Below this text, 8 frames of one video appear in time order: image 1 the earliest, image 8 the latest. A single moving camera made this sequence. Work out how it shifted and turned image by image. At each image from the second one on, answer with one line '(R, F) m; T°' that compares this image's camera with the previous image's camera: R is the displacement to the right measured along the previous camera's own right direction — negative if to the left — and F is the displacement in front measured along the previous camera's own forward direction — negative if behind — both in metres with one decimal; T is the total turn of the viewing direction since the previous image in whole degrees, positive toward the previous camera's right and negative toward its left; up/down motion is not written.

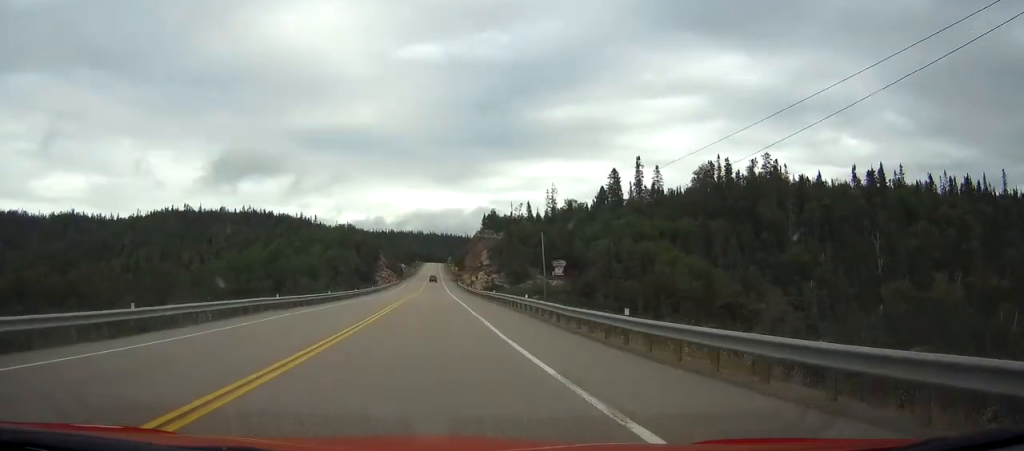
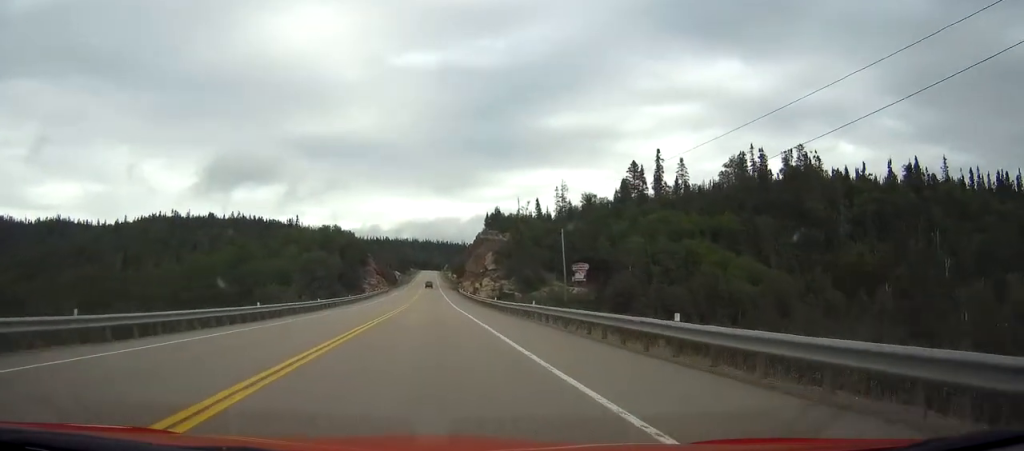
(0.0, +22.8) m; 0°
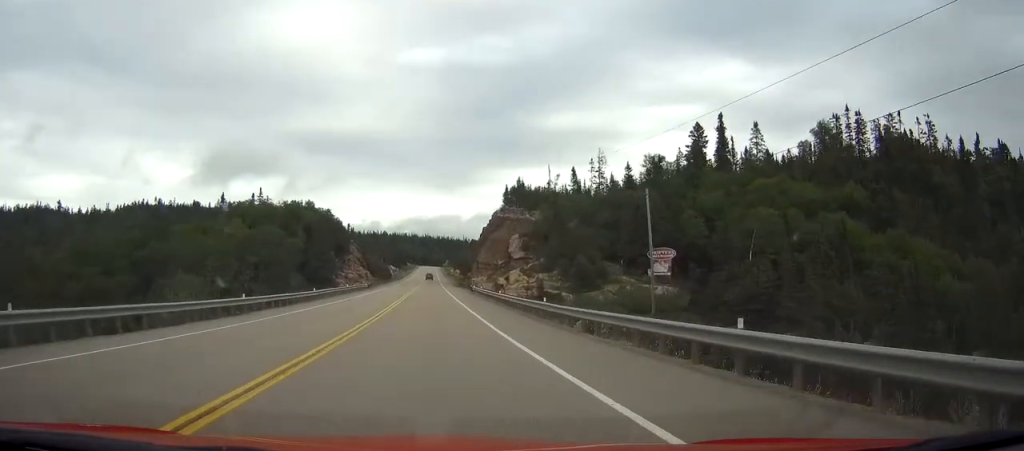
(-0.4, +41.4) m; -1°
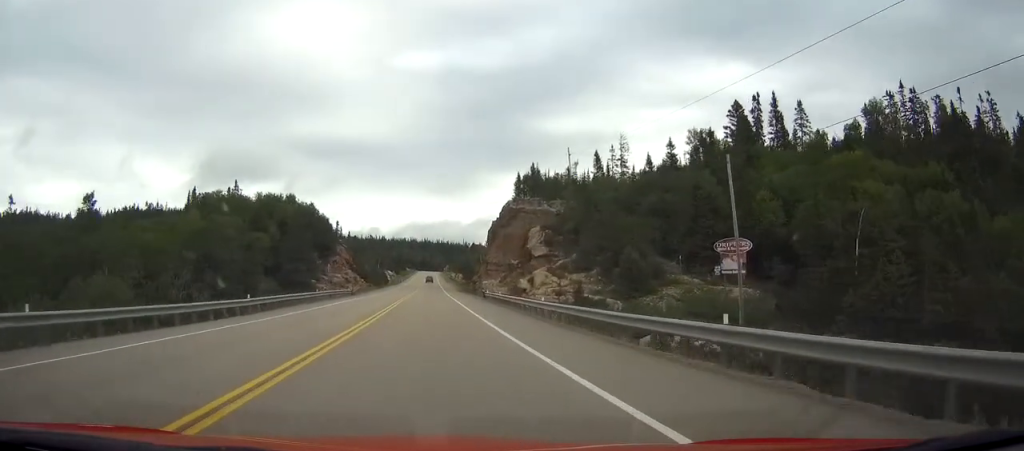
(0.0, +18.5) m; 0°
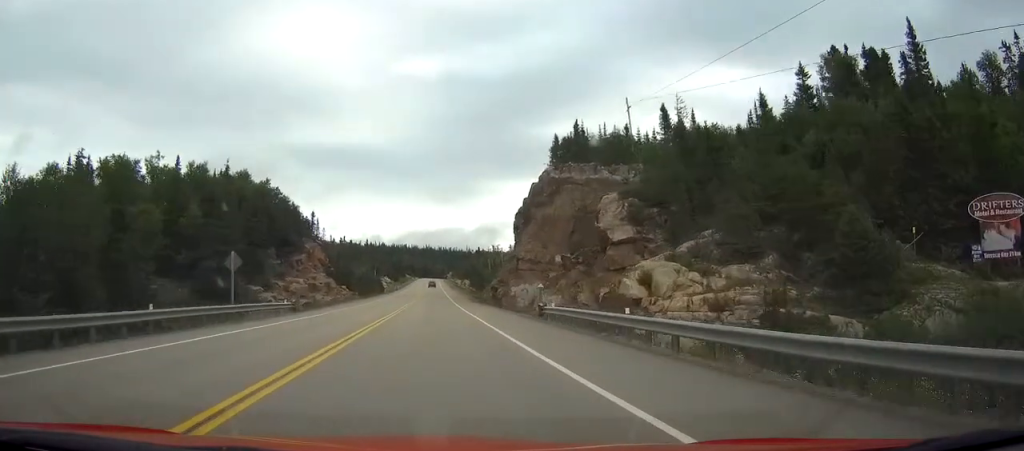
(+0.1, +31.4) m; 0°
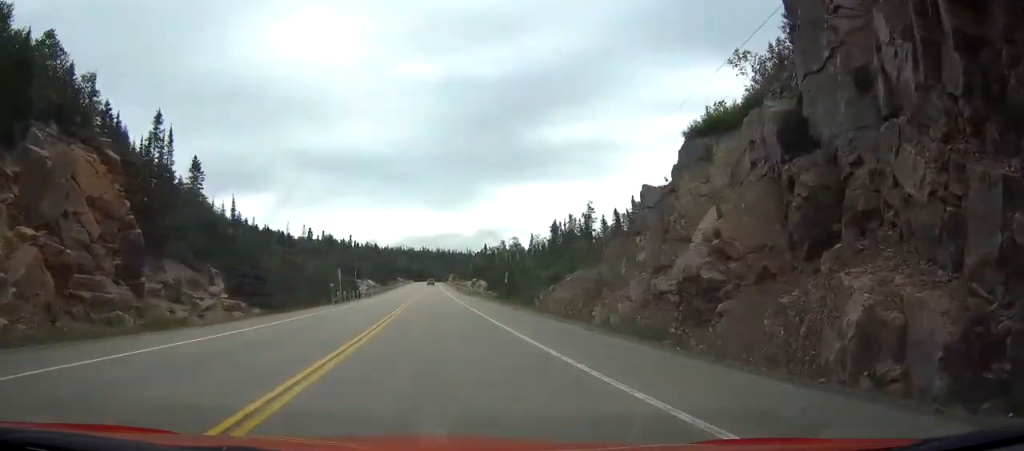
(+0.4, +64.6) m; +1°
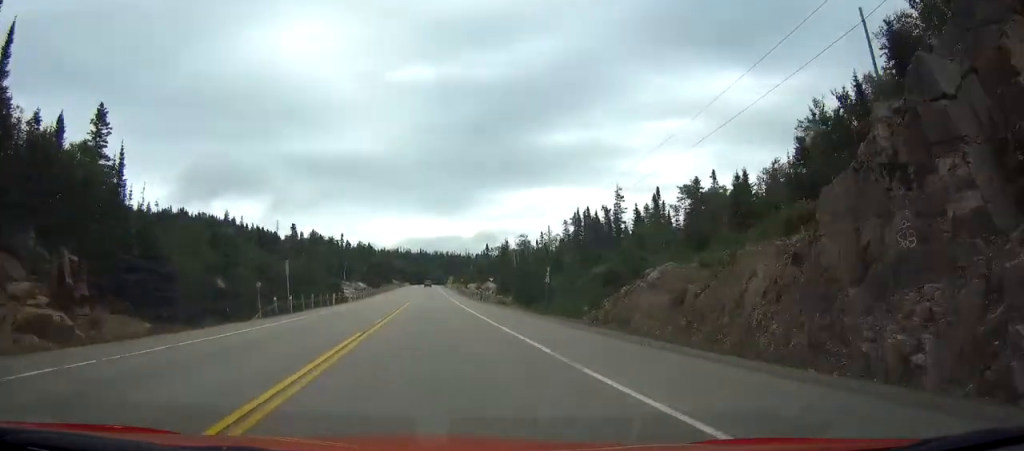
(+0.1, +22.5) m; 0°
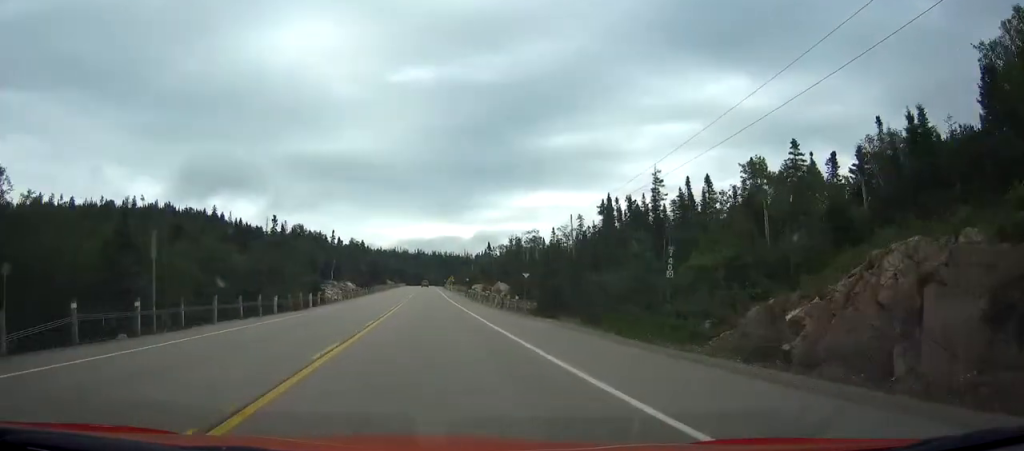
(+0.1, +20.3) m; 0°
